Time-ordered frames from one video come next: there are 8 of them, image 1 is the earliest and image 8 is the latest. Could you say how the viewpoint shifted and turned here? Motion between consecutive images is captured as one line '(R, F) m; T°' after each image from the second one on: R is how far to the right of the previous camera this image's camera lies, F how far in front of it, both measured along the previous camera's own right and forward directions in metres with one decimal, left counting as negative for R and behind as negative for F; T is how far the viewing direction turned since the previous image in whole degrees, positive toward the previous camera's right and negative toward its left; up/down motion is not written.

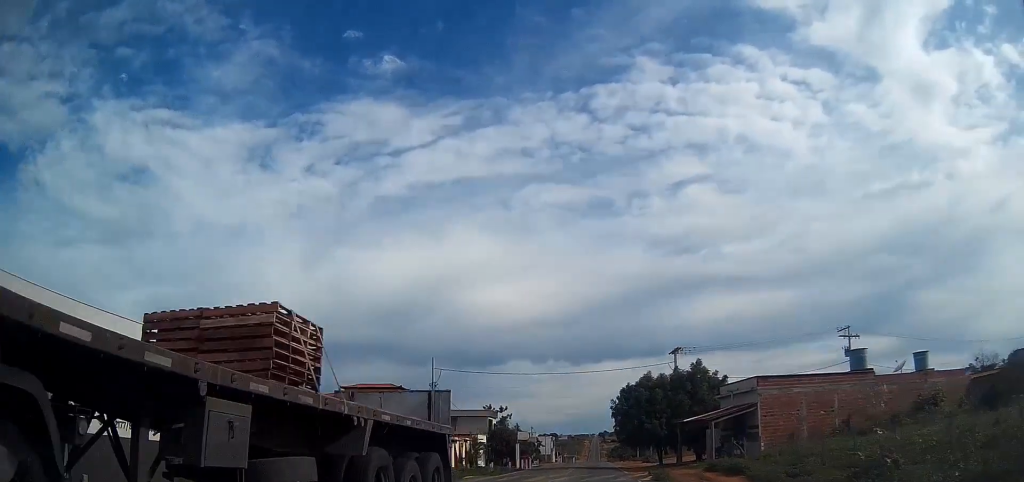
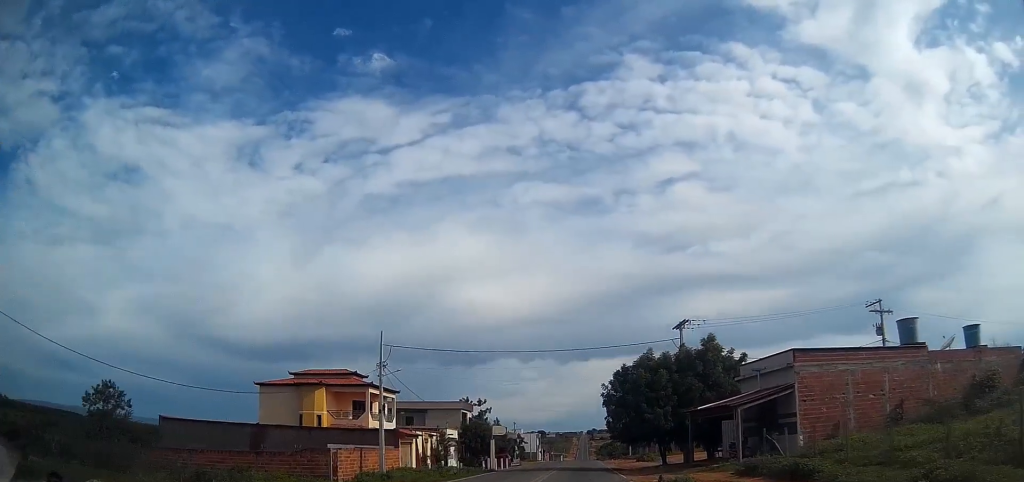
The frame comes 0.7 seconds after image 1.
(+1.0, +10.9) m; +3°
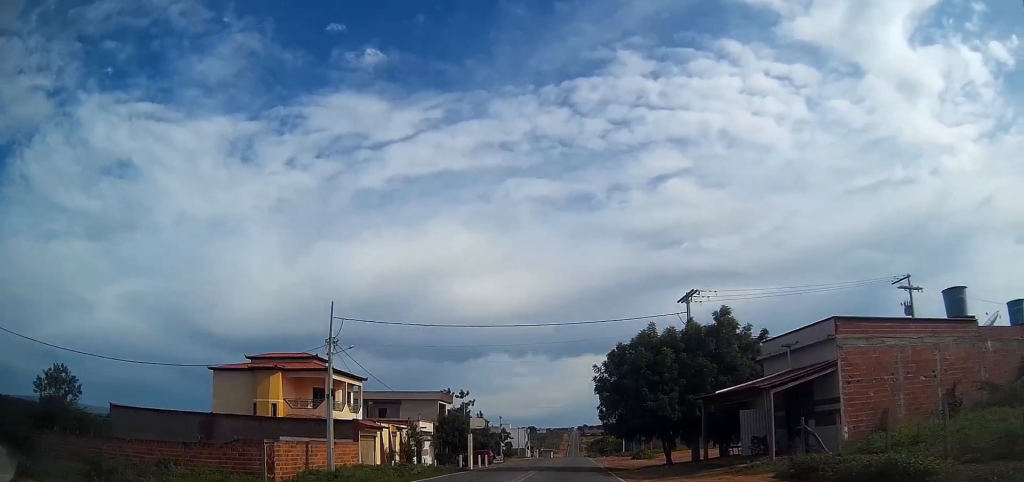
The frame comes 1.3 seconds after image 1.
(+0.2, +7.9) m; +1°
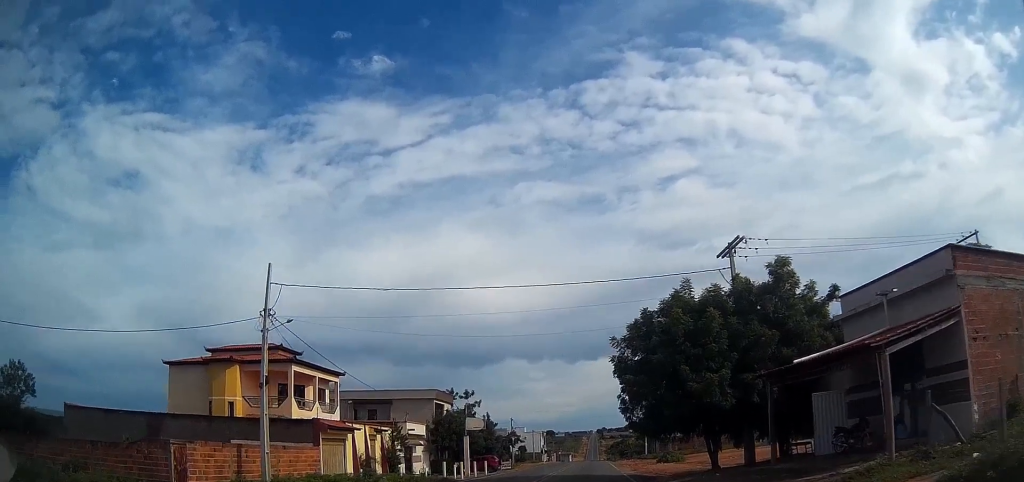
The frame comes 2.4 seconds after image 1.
(-0.1, +12.5) m; +1°
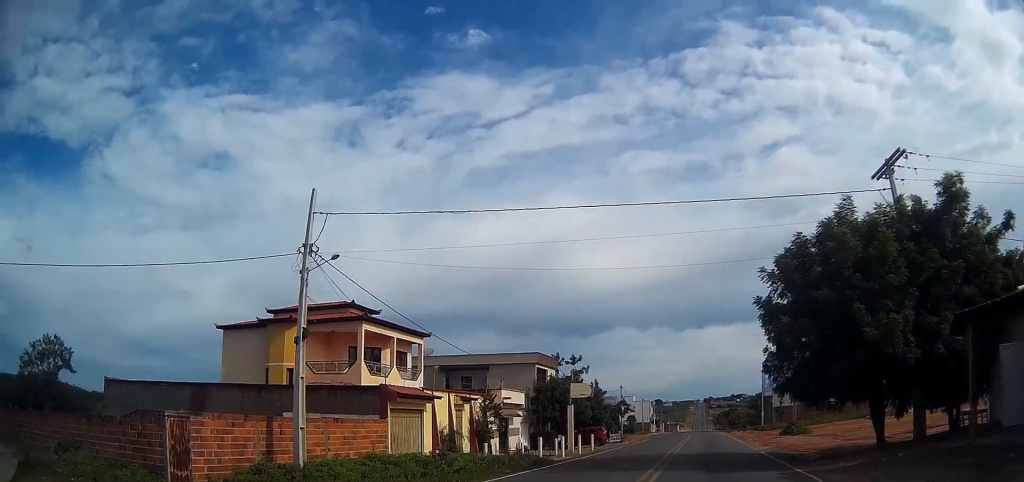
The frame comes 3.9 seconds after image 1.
(0.0, +10.3) m; -6°
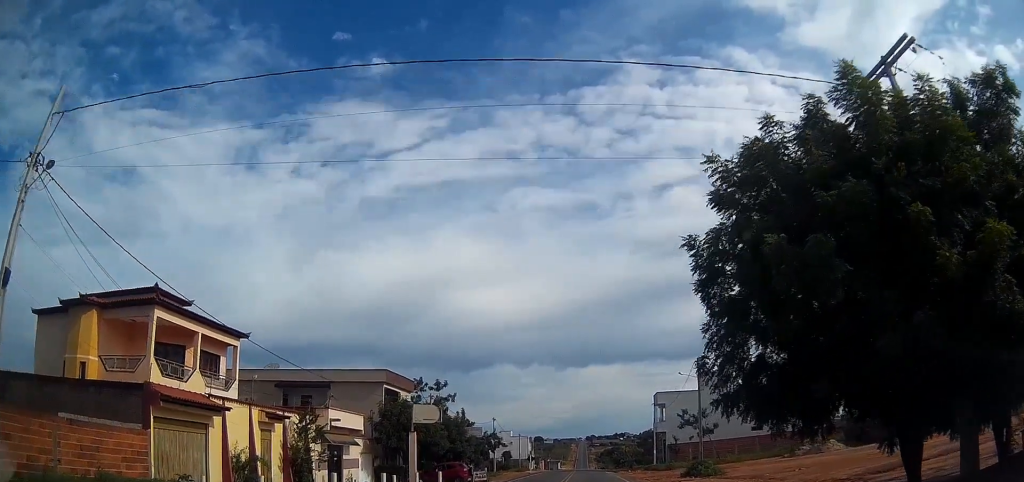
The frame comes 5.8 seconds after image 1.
(+0.2, +7.3) m; +4°
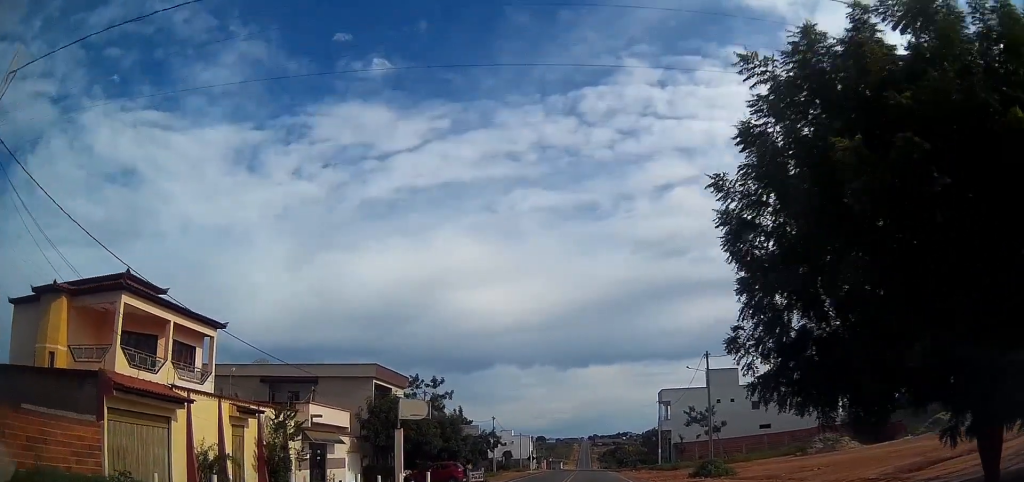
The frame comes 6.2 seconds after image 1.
(0.0, +1.8) m; 0°
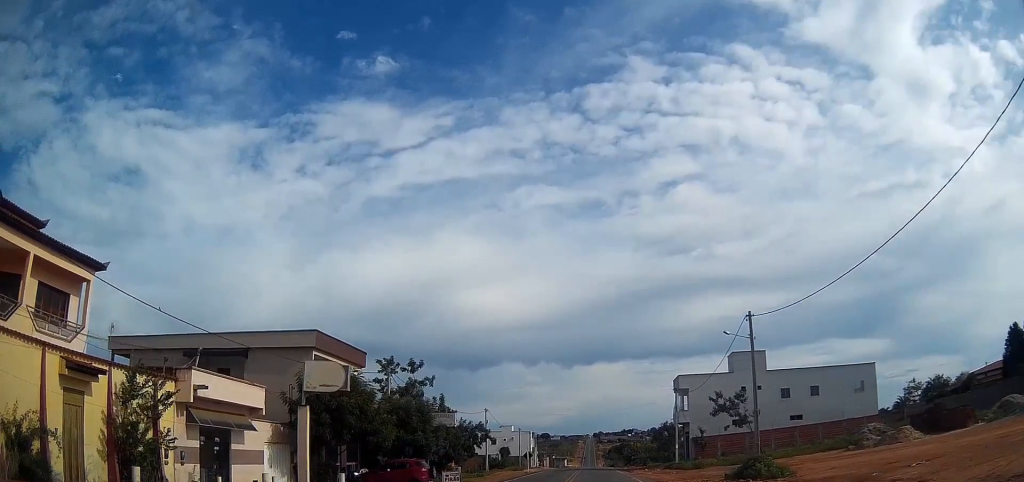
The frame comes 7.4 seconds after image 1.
(-0.1, +7.2) m; -1°
